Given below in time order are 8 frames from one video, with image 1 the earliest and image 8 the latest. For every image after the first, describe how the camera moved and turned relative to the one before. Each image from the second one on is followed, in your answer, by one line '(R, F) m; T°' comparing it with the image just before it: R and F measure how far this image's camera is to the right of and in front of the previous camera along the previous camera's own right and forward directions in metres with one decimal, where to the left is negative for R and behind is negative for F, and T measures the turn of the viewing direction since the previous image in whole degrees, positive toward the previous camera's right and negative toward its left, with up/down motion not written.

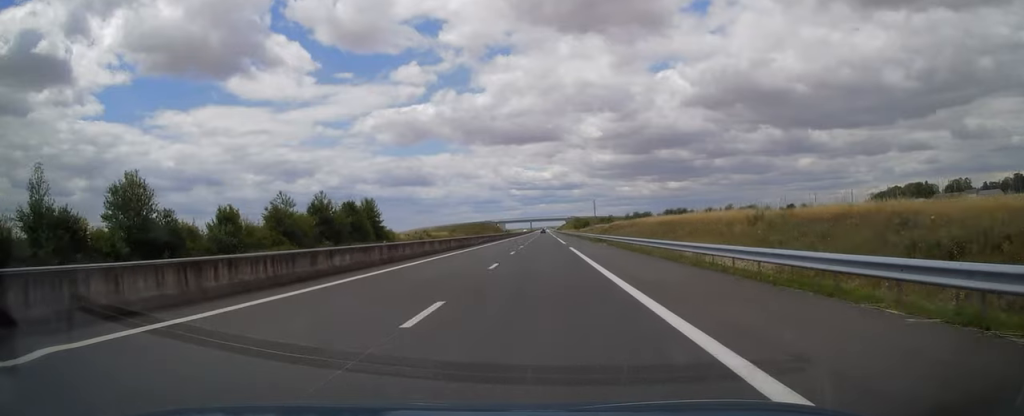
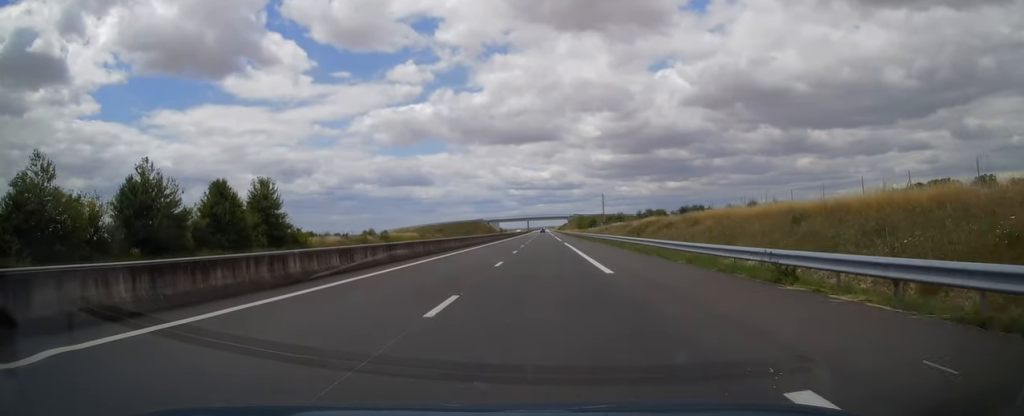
(0.0, +37.7) m; 0°
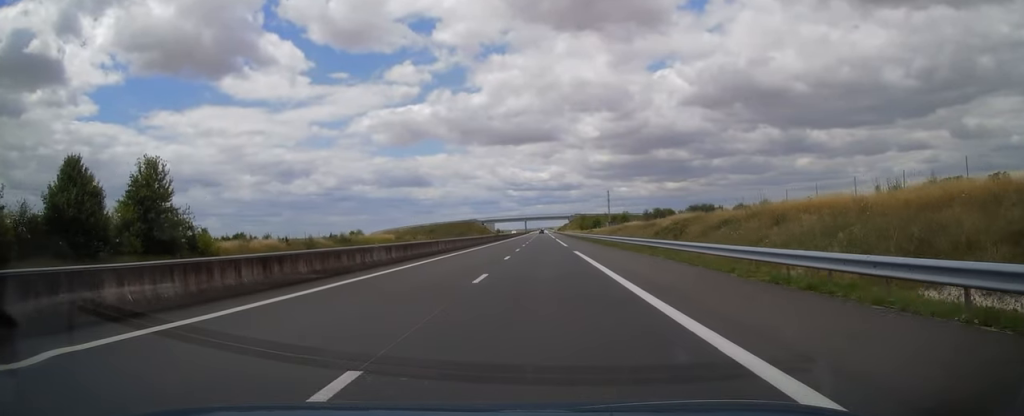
(0.0, +19.6) m; 0°
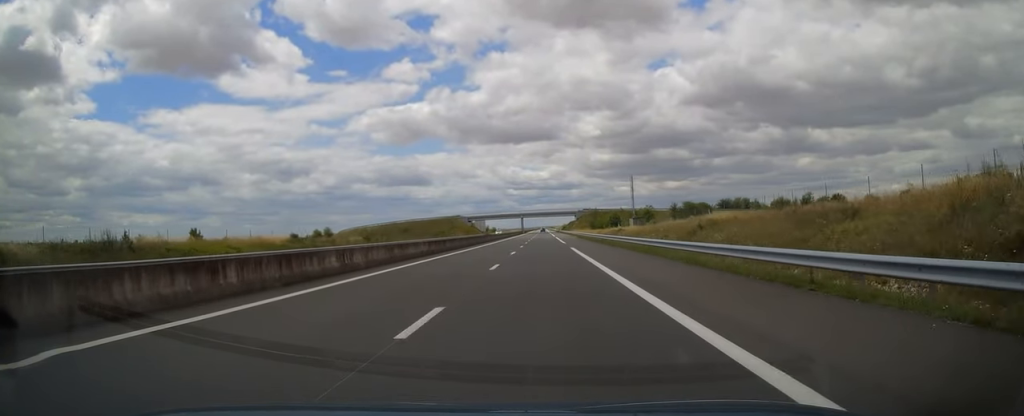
(0.0, +47.0) m; 0°
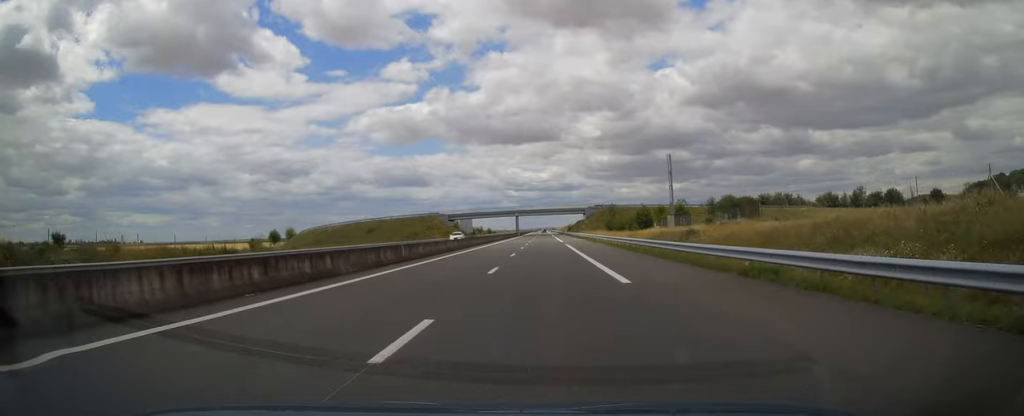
(0.0, +40.1) m; 0°
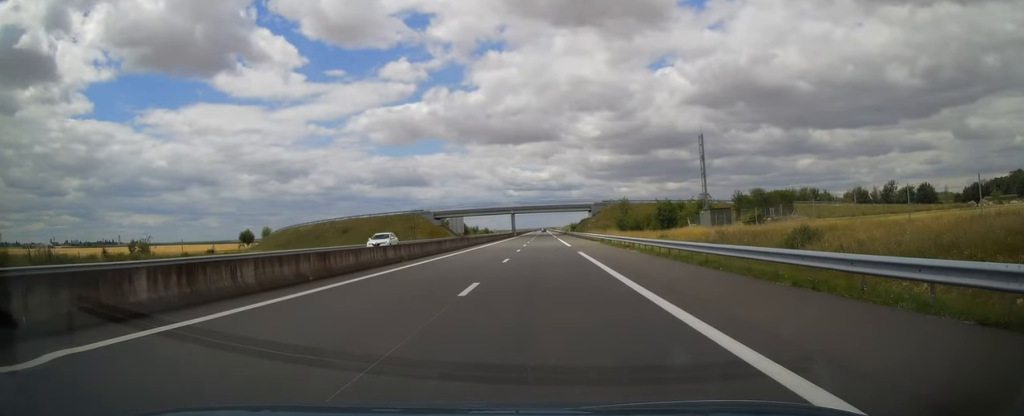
(0.0, +19.5) m; 0°
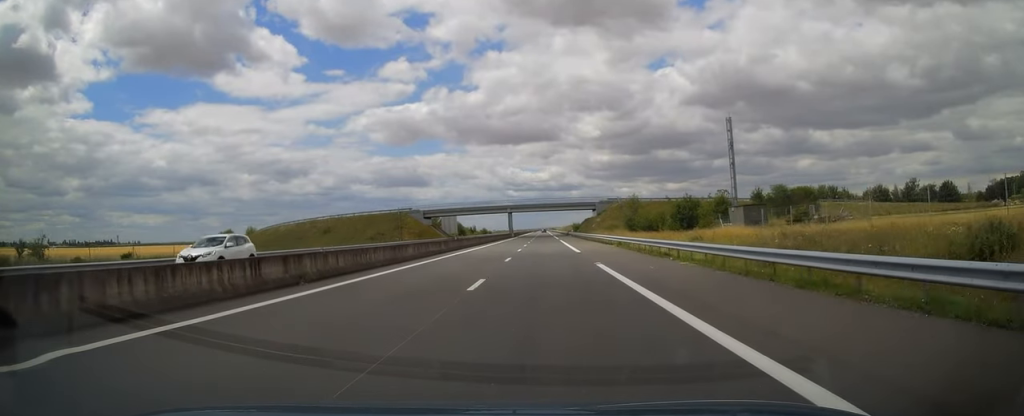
(0.0, +11.7) m; 0°
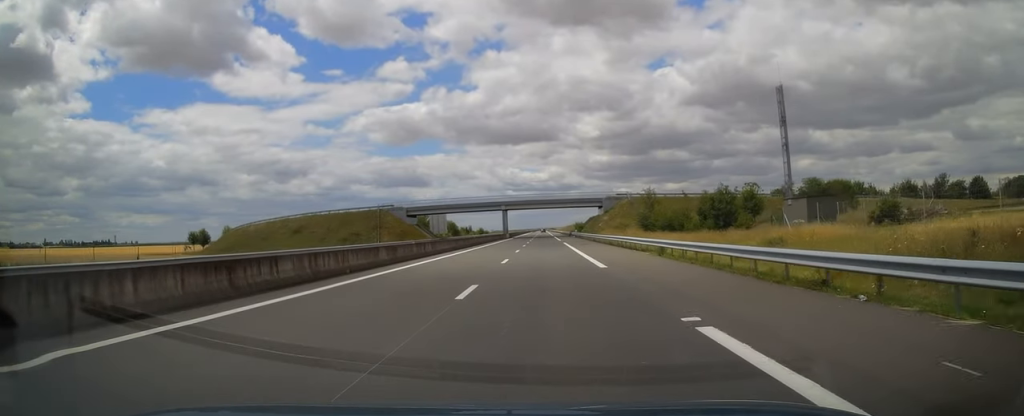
(0.0, +14.6) m; 0°
